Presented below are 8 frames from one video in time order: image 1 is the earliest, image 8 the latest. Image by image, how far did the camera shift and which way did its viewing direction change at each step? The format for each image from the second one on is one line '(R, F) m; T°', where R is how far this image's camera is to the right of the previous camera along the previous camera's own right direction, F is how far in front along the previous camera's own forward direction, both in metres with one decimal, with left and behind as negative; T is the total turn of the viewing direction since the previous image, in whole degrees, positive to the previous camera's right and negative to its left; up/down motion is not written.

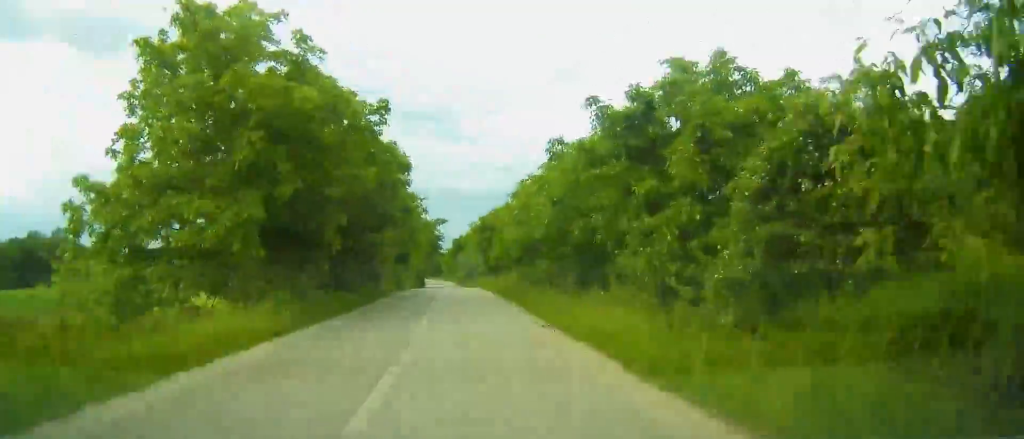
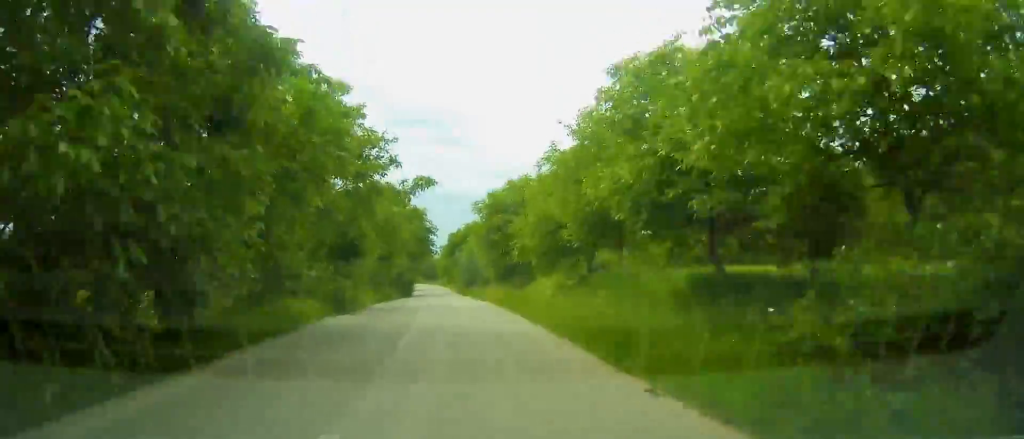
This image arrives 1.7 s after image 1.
(+0.1, +22.2) m; 0°
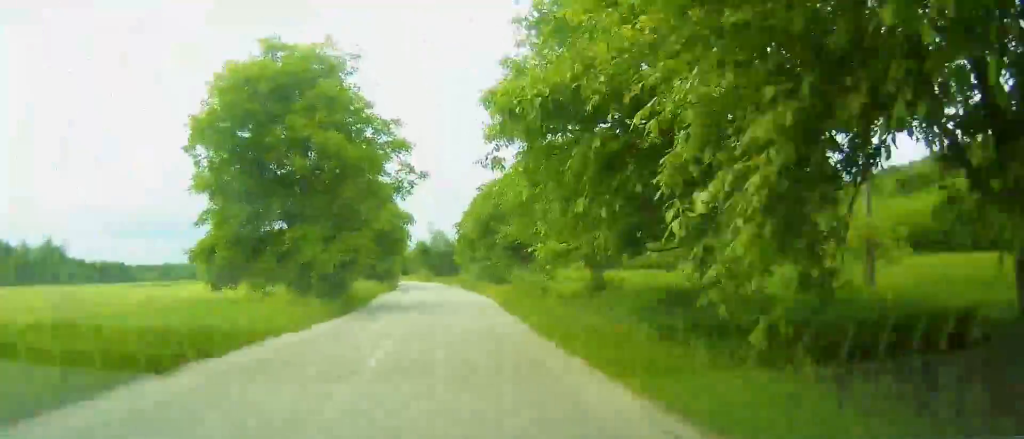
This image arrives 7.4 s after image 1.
(-1.0, +73.0) m; -3°
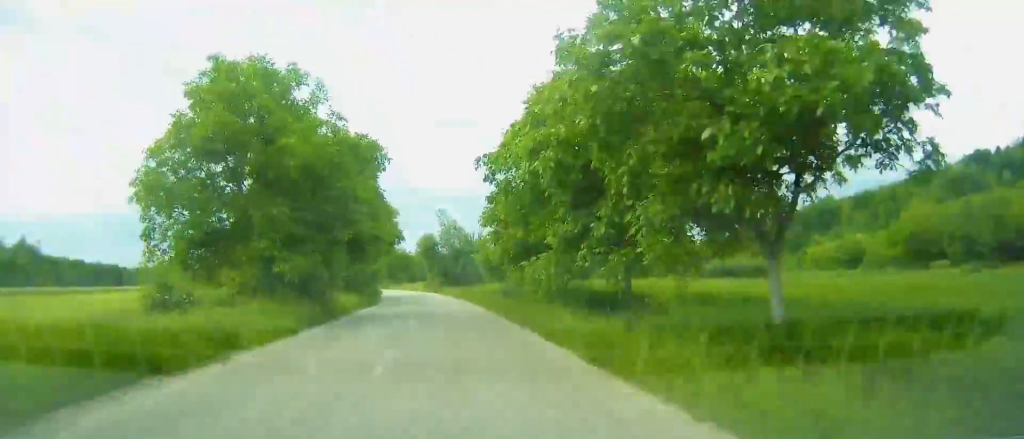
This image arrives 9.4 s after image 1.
(+0.3, +25.3) m; -2°
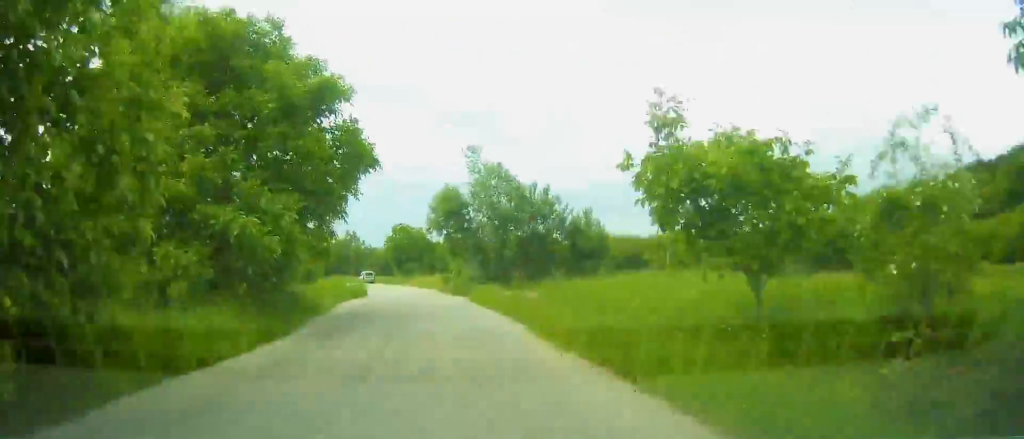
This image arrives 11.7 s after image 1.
(-1.4, +25.1) m; -3°
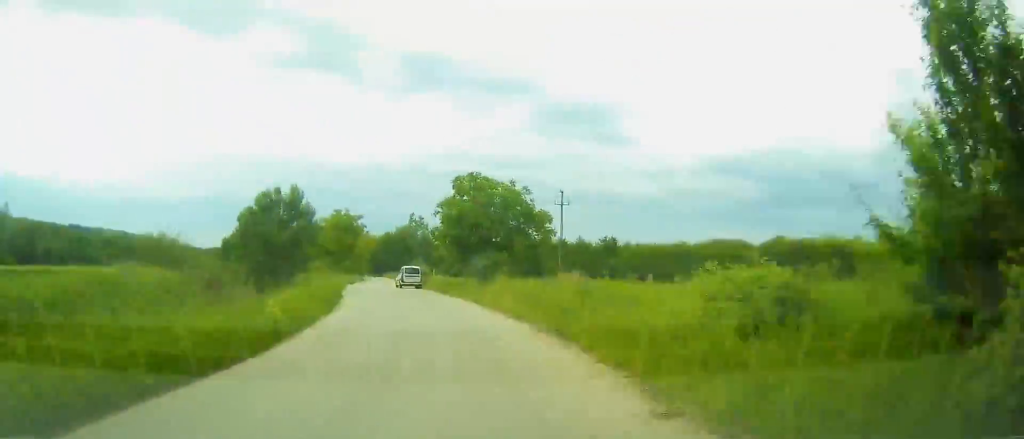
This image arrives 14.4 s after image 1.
(-0.8, +27.6) m; -4°
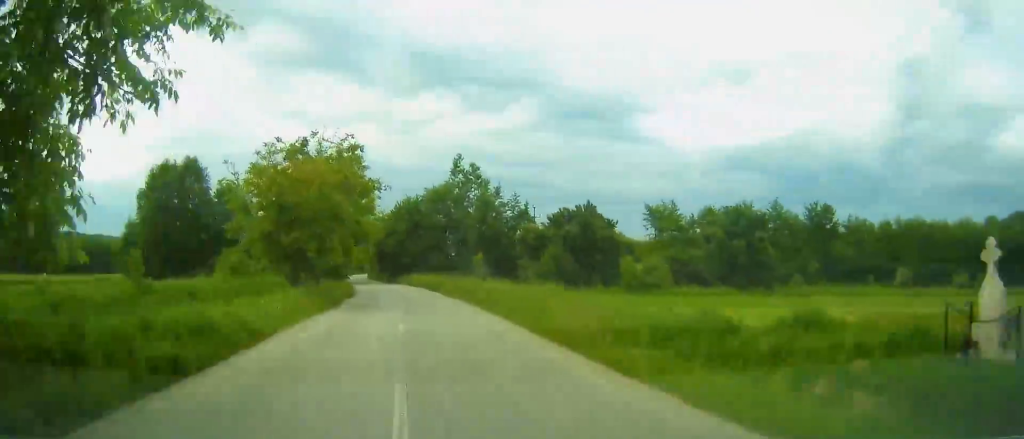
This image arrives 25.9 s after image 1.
(-9.0, +87.8) m; -8°
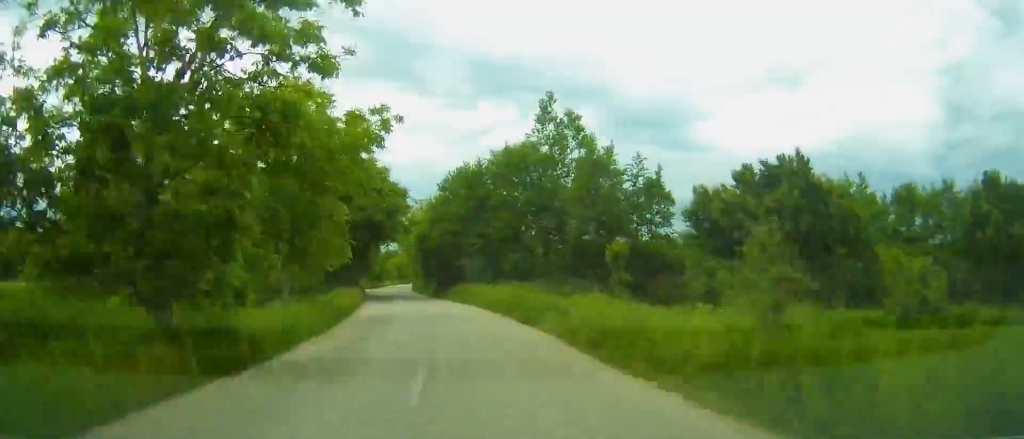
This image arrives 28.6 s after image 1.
(-0.3, +27.2) m; -2°
